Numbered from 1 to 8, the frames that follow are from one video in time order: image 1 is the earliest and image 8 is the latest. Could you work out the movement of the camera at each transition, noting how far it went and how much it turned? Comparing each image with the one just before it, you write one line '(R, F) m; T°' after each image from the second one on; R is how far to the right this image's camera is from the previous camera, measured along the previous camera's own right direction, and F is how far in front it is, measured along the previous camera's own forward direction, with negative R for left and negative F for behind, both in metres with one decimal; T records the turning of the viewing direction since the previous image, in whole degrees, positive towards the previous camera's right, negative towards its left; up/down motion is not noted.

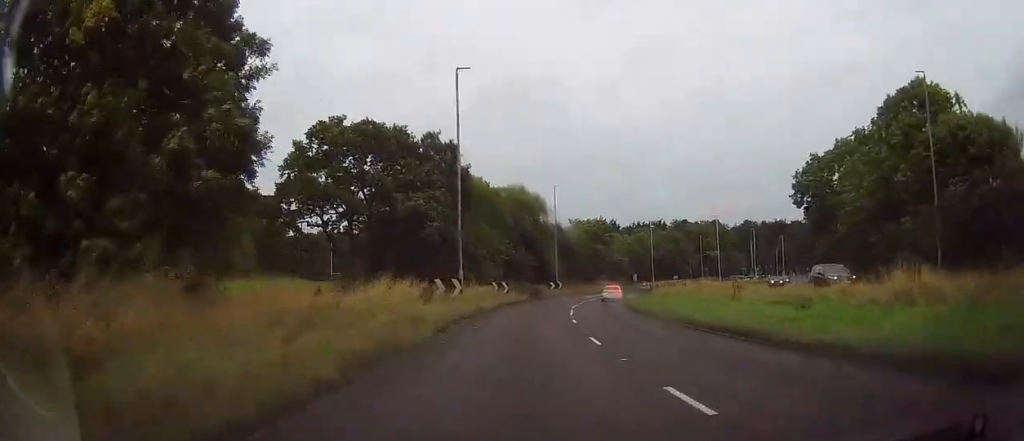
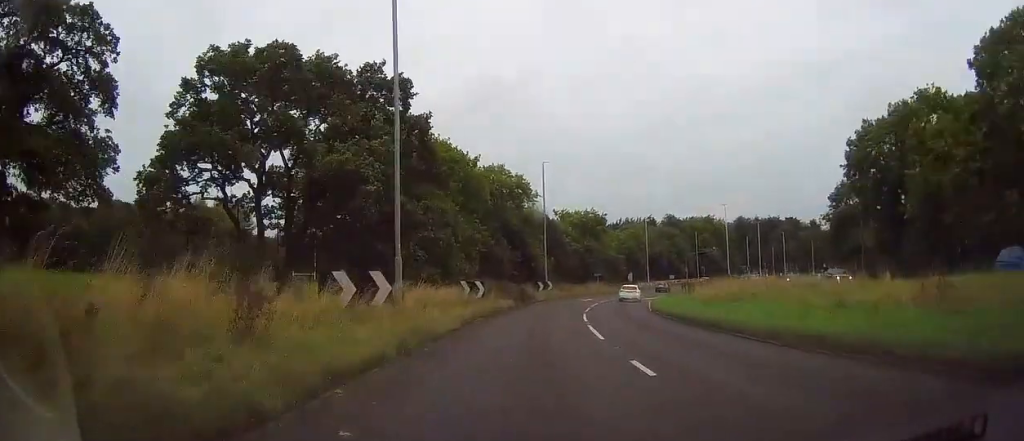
(+0.3, +15.3) m; +3°
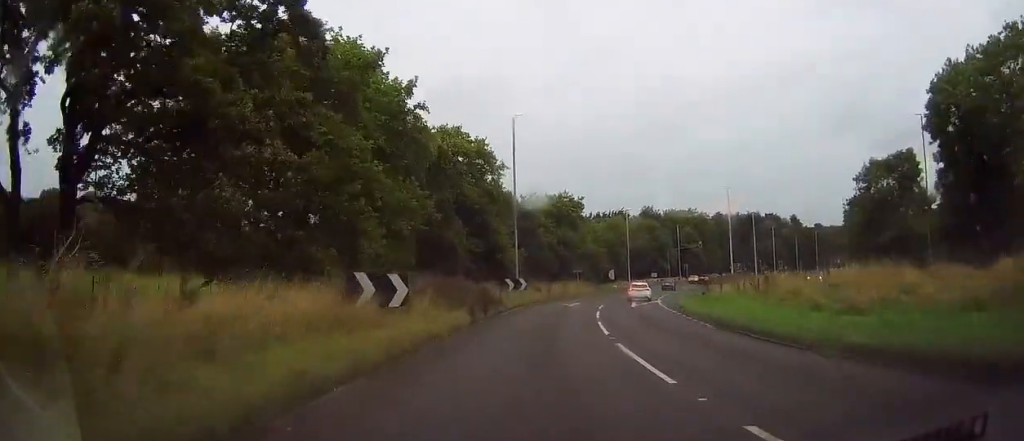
(+0.7, +17.2) m; +3°
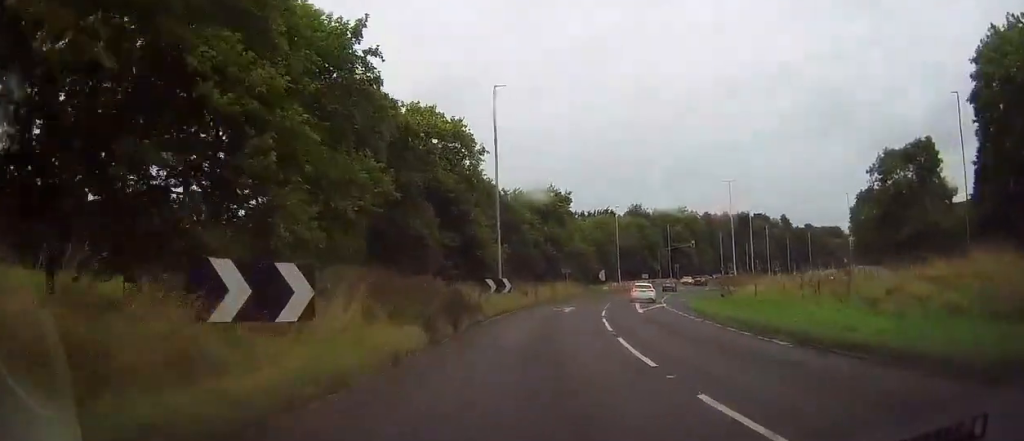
(+0.1, +7.3) m; +2°
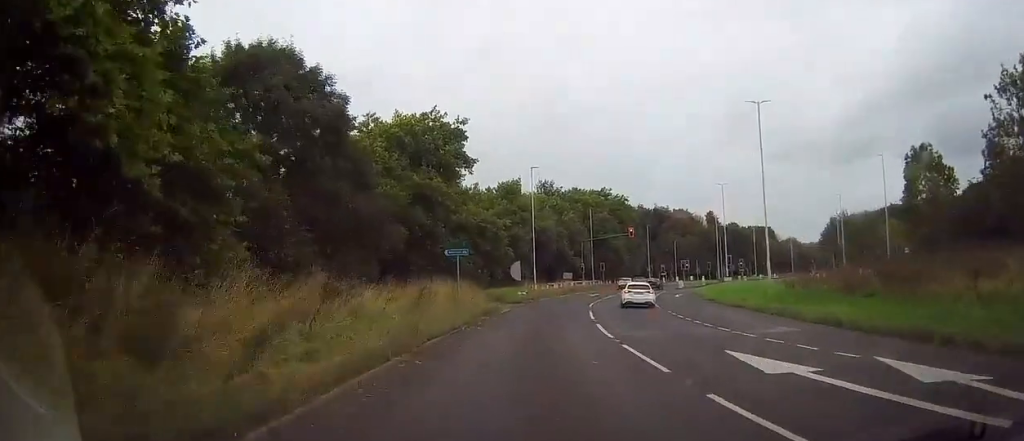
(+2.1, +37.3) m; +9°
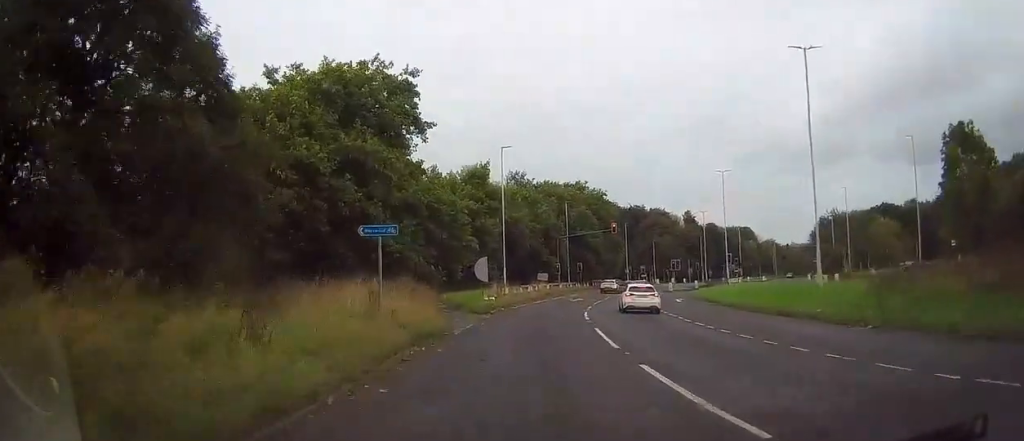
(+0.9, +11.3) m; +5°
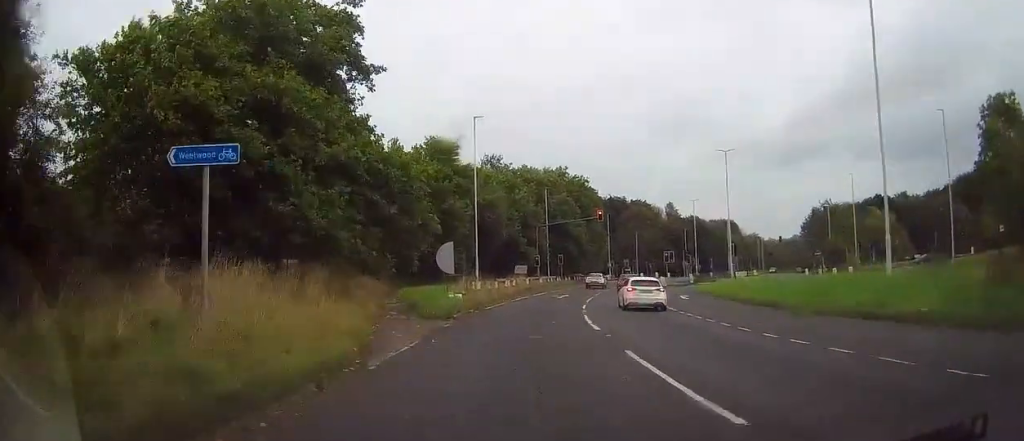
(+0.3, +8.6) m; +2°
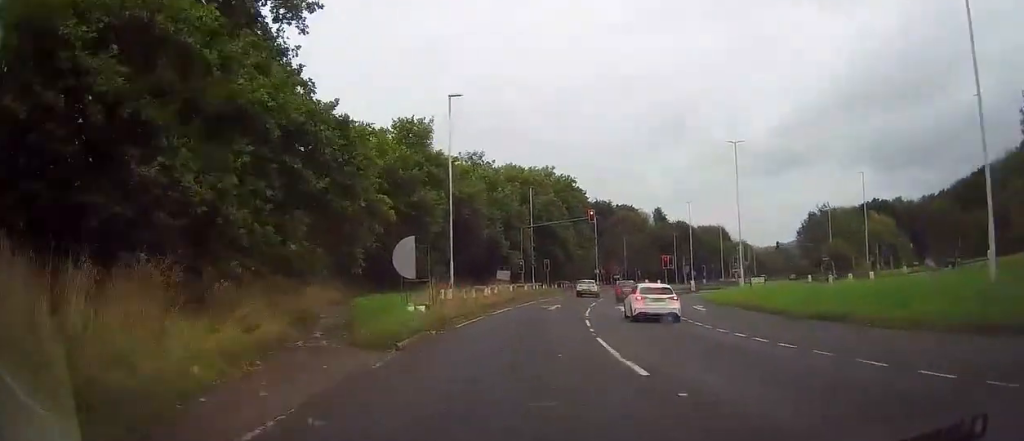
(-0.1, +7.5) m; +1°
